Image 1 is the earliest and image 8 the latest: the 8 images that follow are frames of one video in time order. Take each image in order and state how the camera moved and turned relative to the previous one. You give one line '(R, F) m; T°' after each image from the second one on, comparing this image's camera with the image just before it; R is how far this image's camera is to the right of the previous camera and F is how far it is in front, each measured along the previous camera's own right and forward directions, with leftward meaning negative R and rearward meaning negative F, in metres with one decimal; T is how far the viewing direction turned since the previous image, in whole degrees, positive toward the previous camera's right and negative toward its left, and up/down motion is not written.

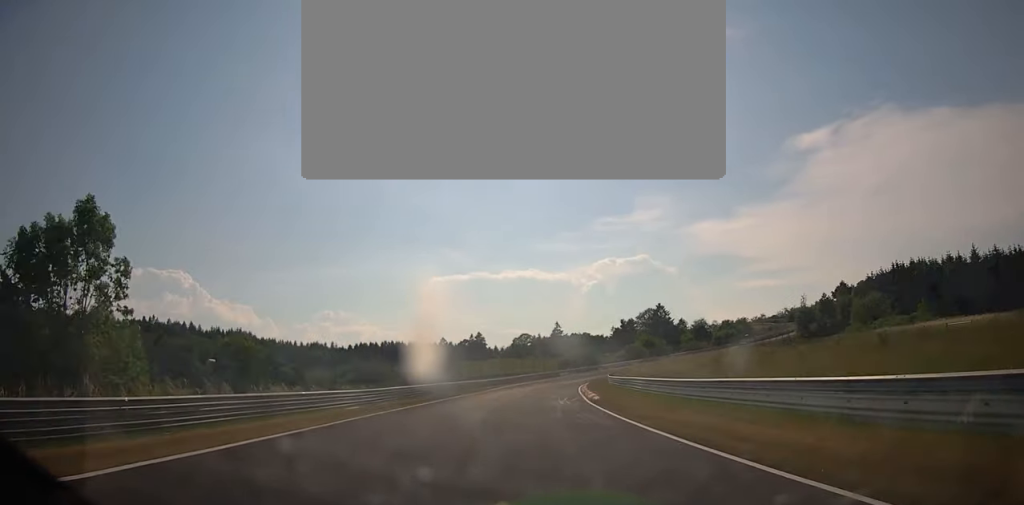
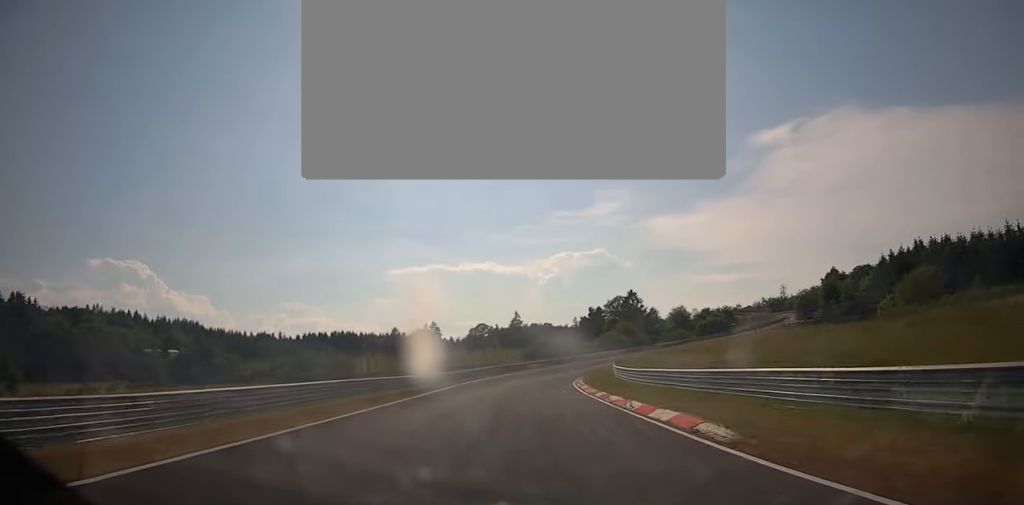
(+0.6, +21.7) m; +6°
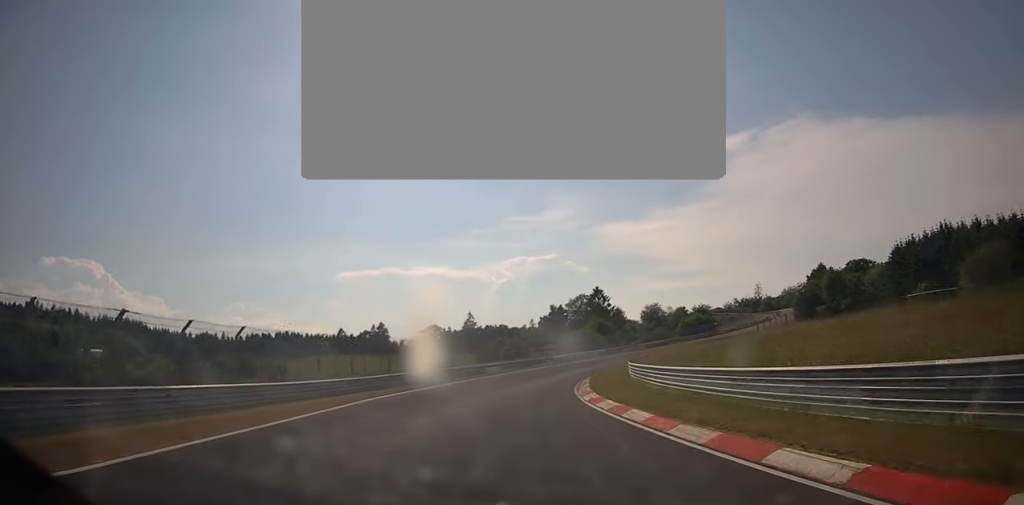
(+1.3, +19.4) m; +8°
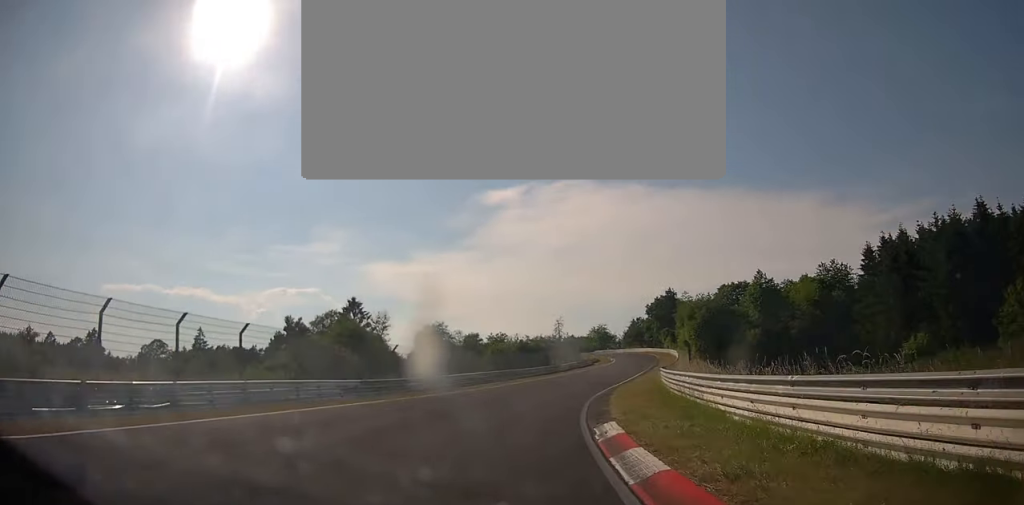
(+12.3, +52.5) m; +26°
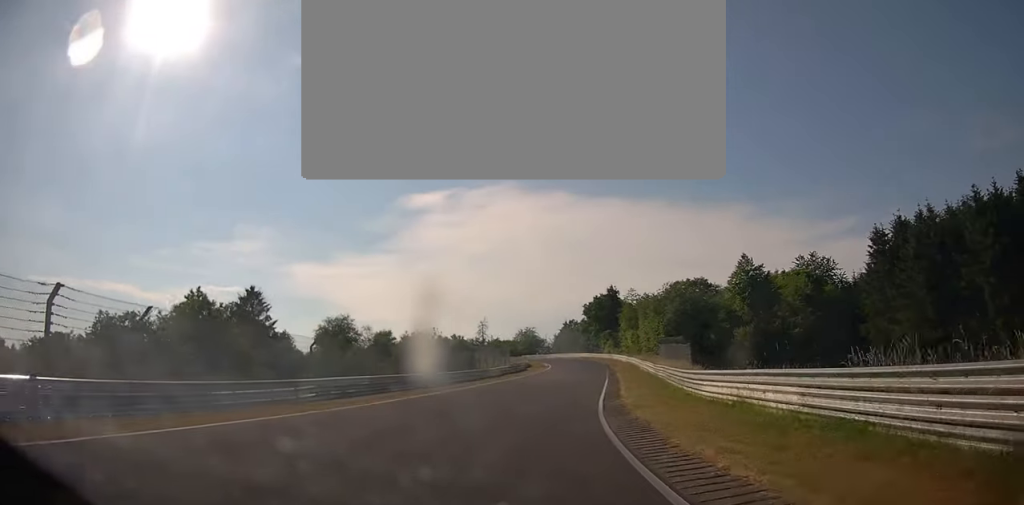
(+0.6, +17.1) m; +7°
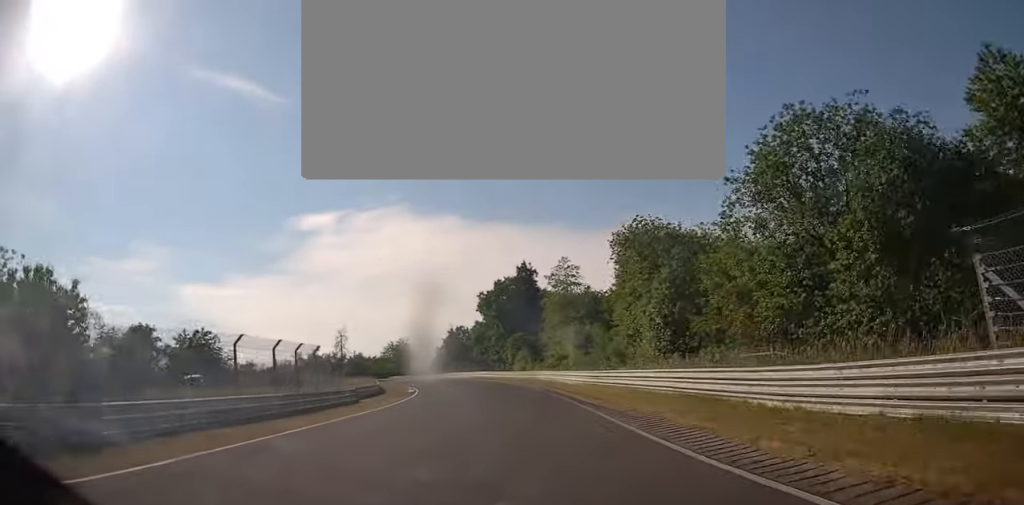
(+3.7, +47.8) m; +2°
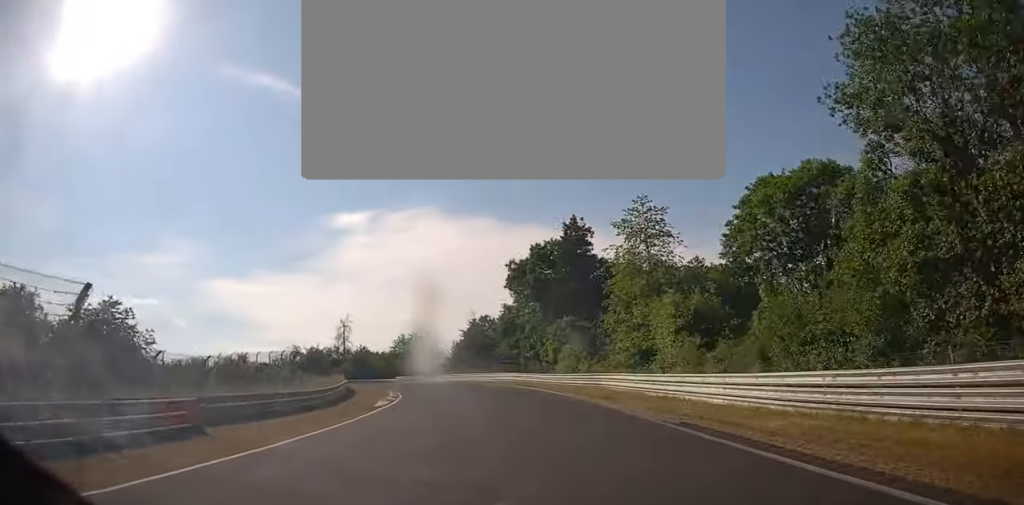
(+0.1, +22.9) m; -4°
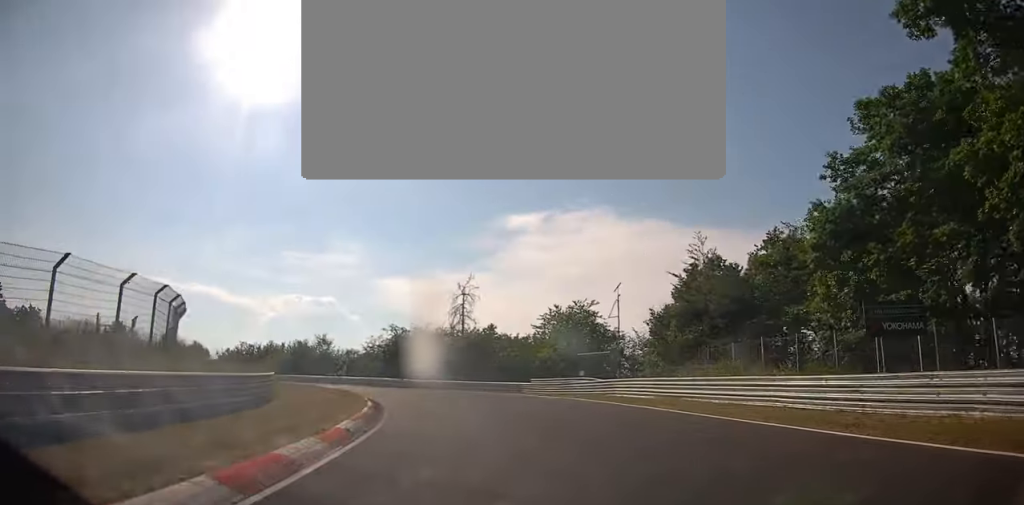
(-7.2, +43.4) m; -23°
